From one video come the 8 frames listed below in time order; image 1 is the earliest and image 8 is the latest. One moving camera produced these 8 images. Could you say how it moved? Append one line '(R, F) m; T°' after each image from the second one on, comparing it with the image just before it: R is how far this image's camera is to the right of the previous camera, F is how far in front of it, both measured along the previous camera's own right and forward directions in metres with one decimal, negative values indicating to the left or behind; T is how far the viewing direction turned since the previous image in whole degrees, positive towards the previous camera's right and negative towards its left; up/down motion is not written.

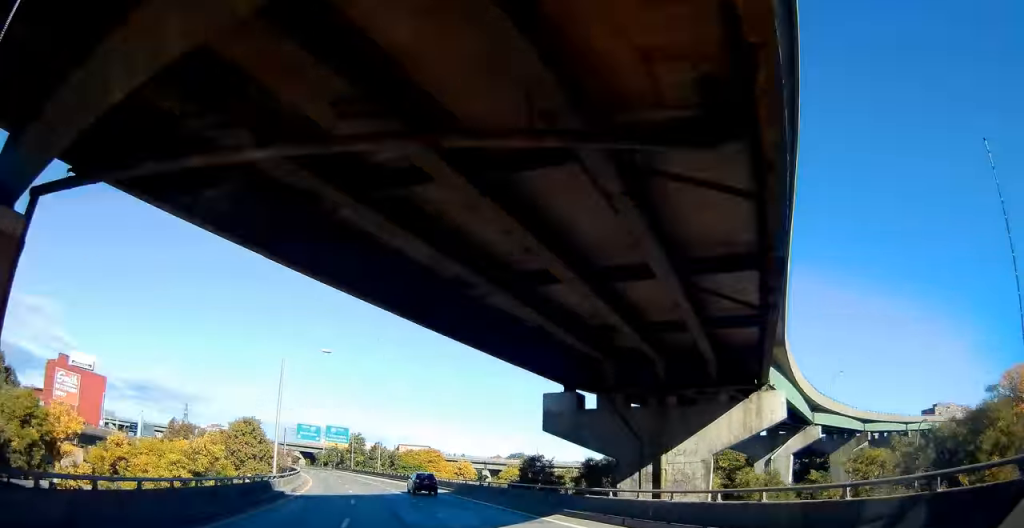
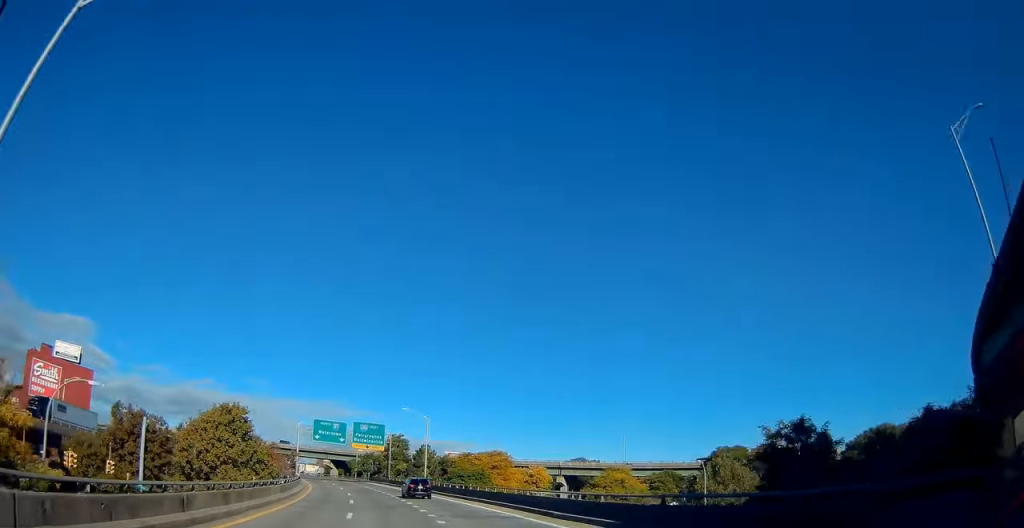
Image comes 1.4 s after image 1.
(-1.3, +29.7) m; -5°
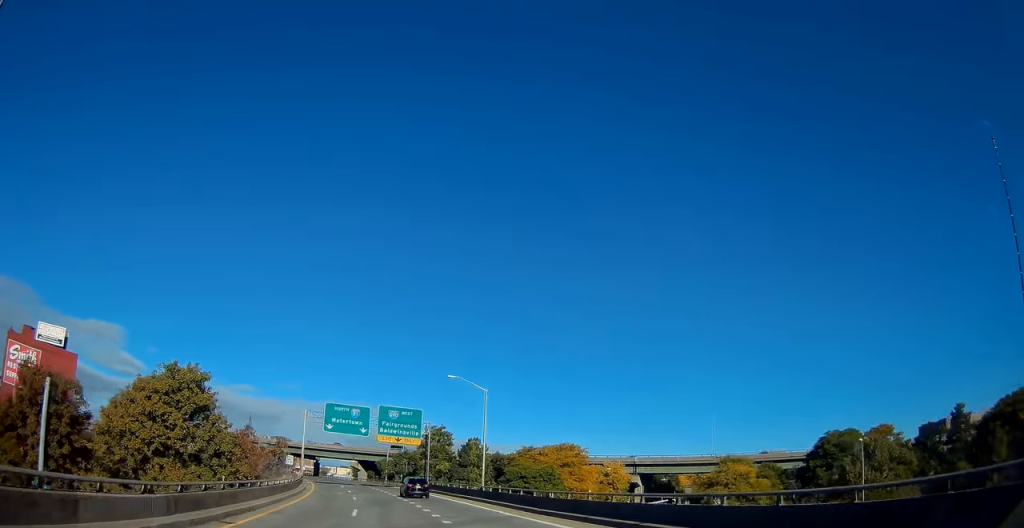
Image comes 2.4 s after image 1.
(-0.7, +21.5) m; -4°
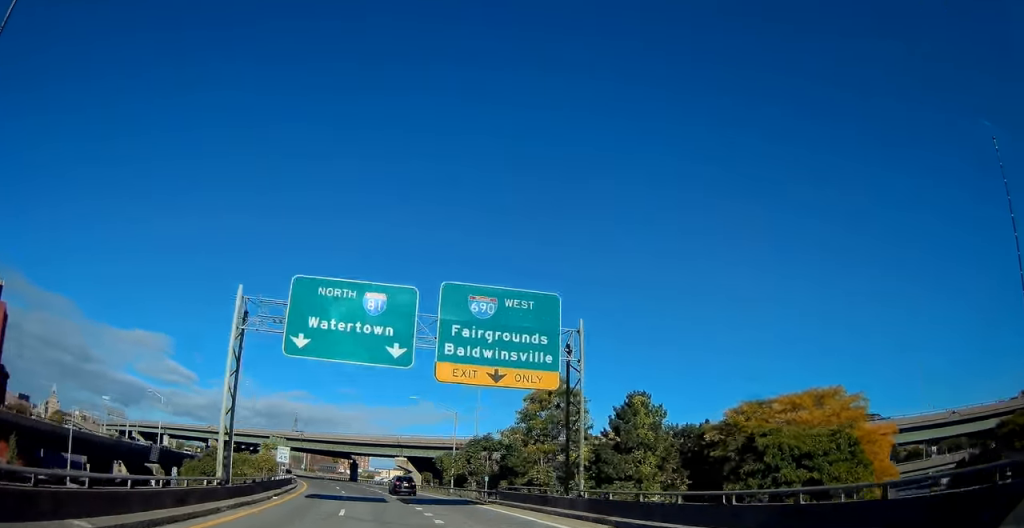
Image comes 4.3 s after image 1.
(-2.8, +41.5) m; -8°
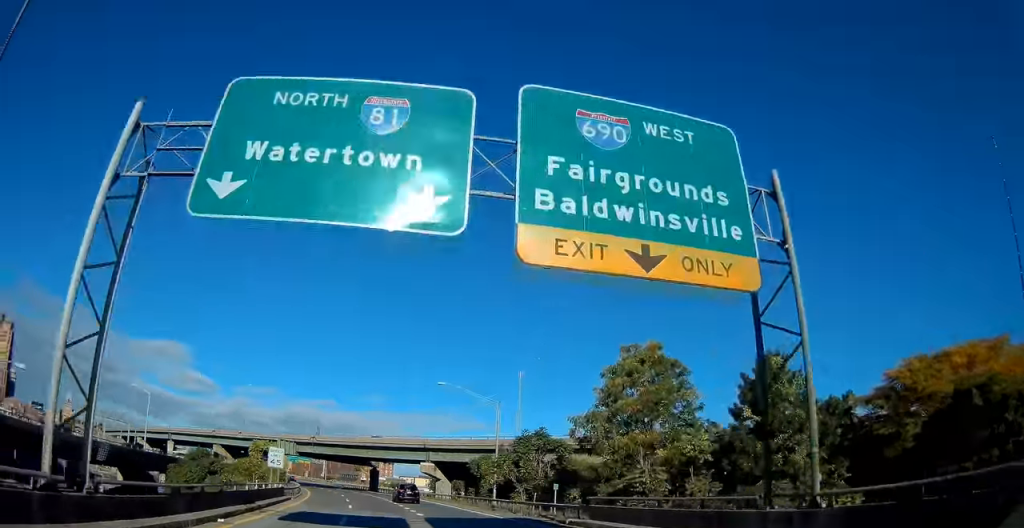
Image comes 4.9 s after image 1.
(-0.3, +13.0) m; -2°
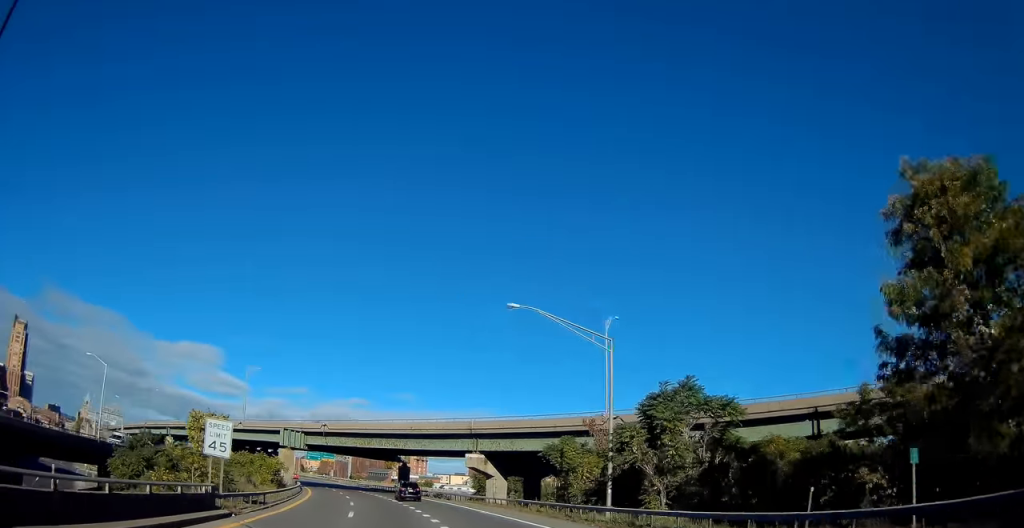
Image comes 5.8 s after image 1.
(-0.4, +19.7) m; -3°
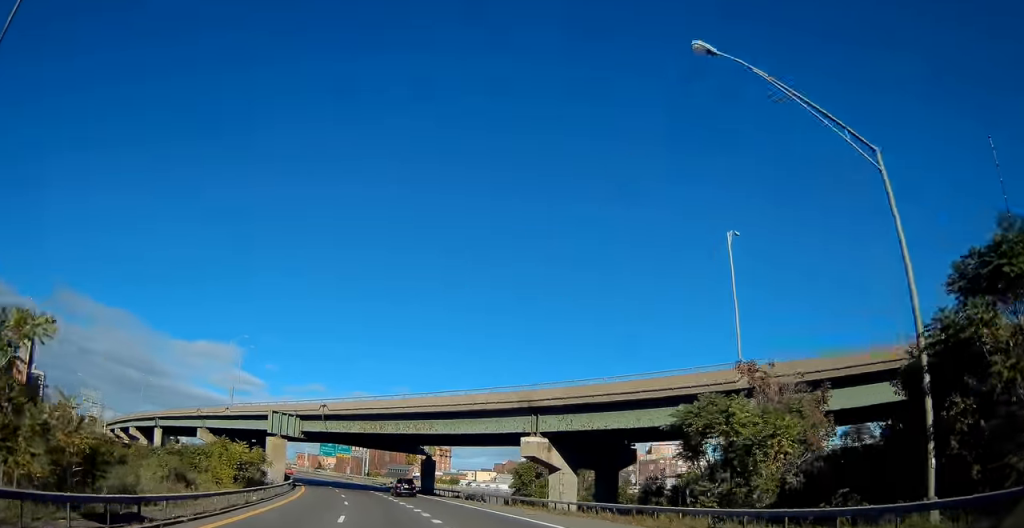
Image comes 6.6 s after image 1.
(-0.4, +17.0) m; -2°
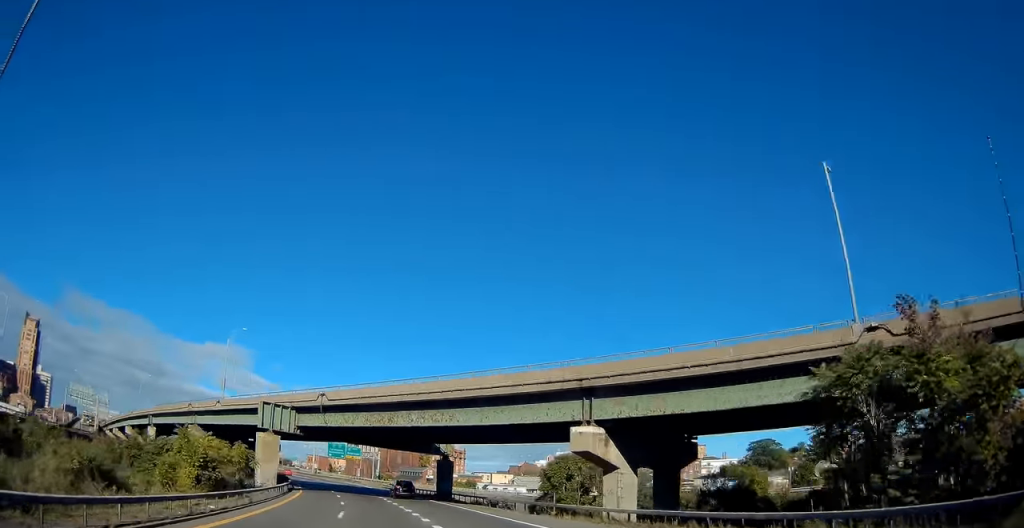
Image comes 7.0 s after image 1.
(-0.1, +8.5) m; -1°
